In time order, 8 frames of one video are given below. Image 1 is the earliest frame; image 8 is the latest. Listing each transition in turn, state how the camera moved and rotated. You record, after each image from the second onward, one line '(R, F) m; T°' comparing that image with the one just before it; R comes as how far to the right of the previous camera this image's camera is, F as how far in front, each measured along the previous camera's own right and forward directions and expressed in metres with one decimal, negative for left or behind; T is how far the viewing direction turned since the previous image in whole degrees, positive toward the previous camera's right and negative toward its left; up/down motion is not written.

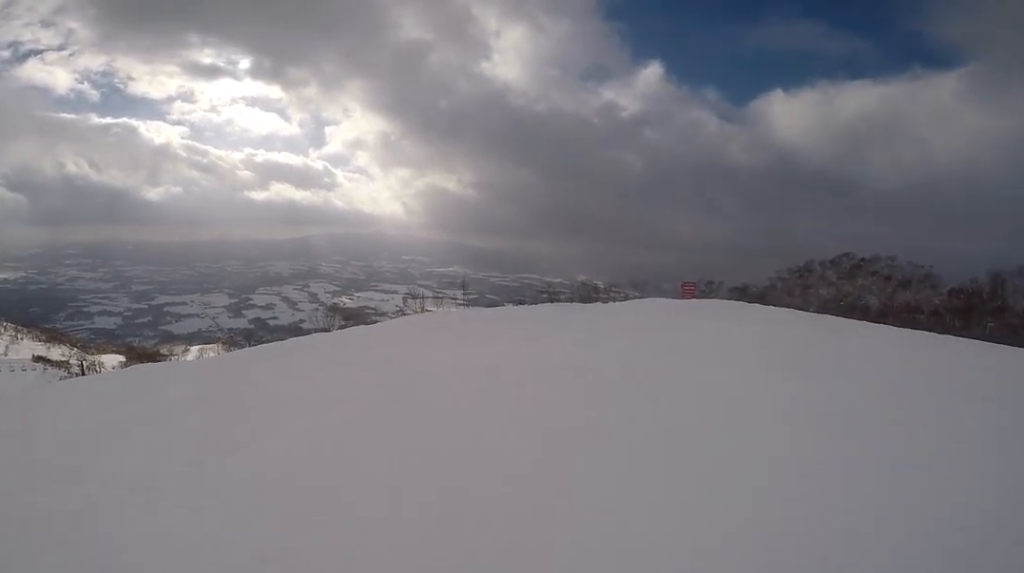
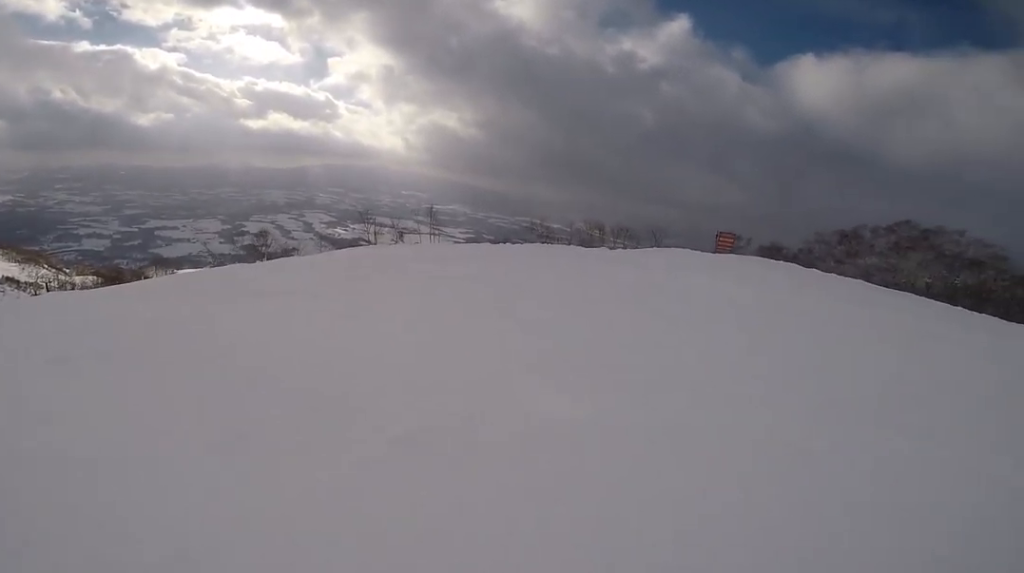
(-0.6, +9.5) m; -12°
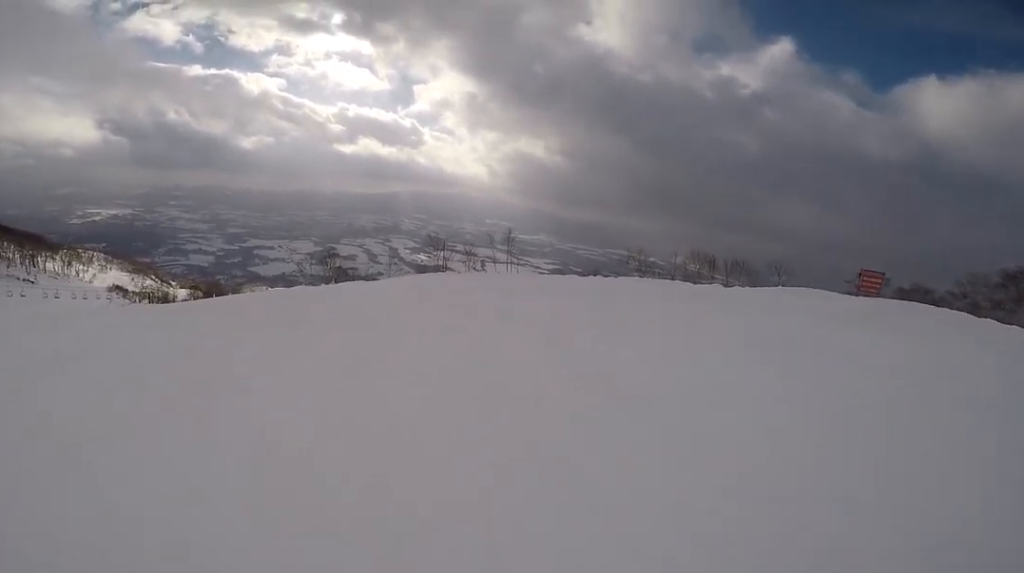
(-0.1, +2.9) m; -7°
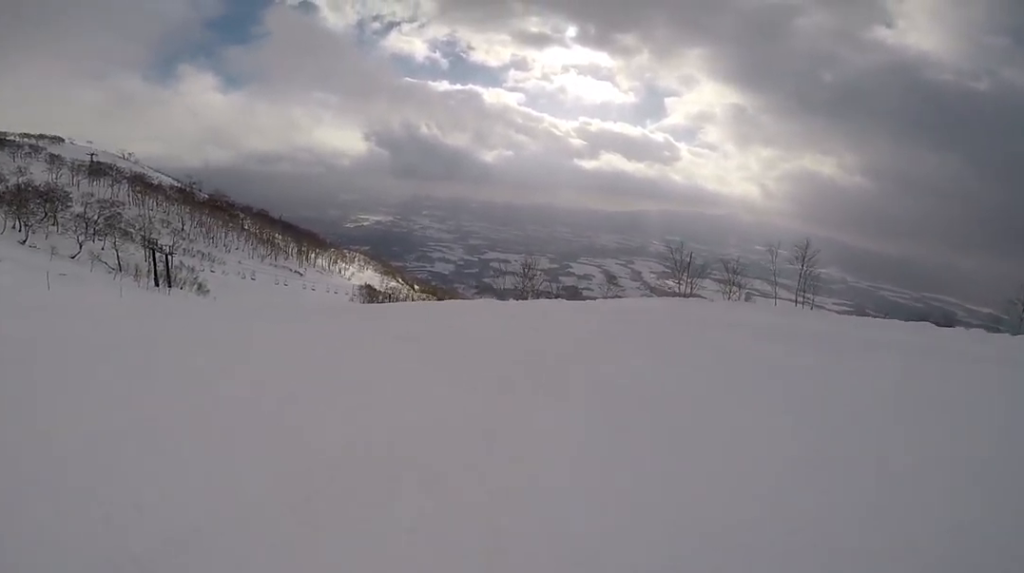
(-1.0, +6.1) m; -22°
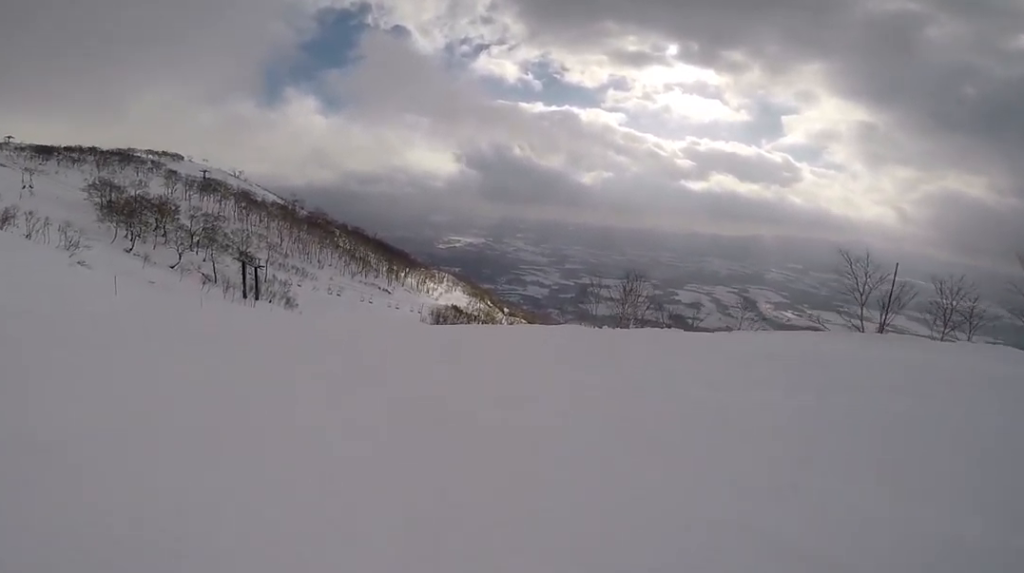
(-0.3, +4.8) m; -24°
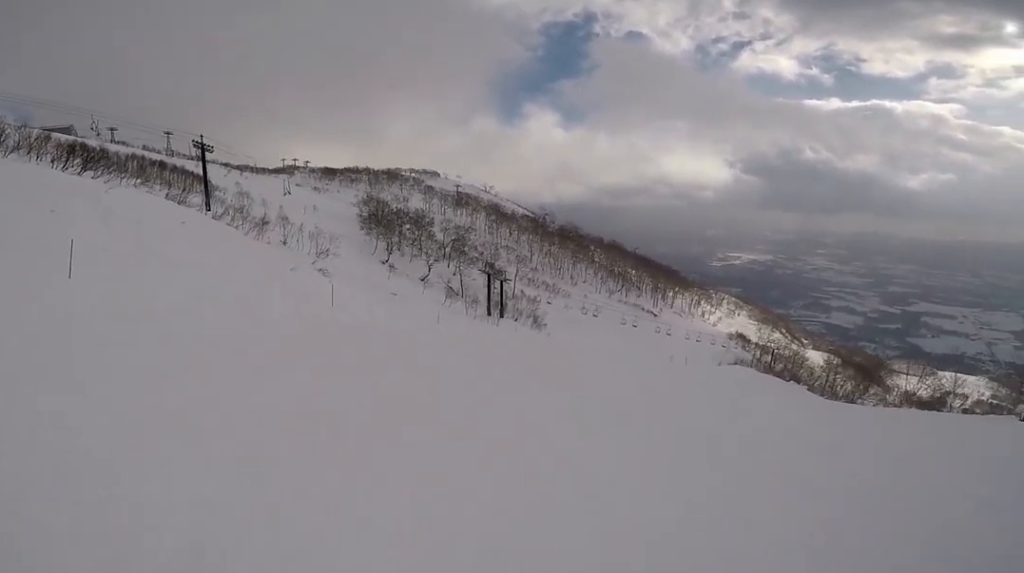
(-6.5, +9.9) m; -58°
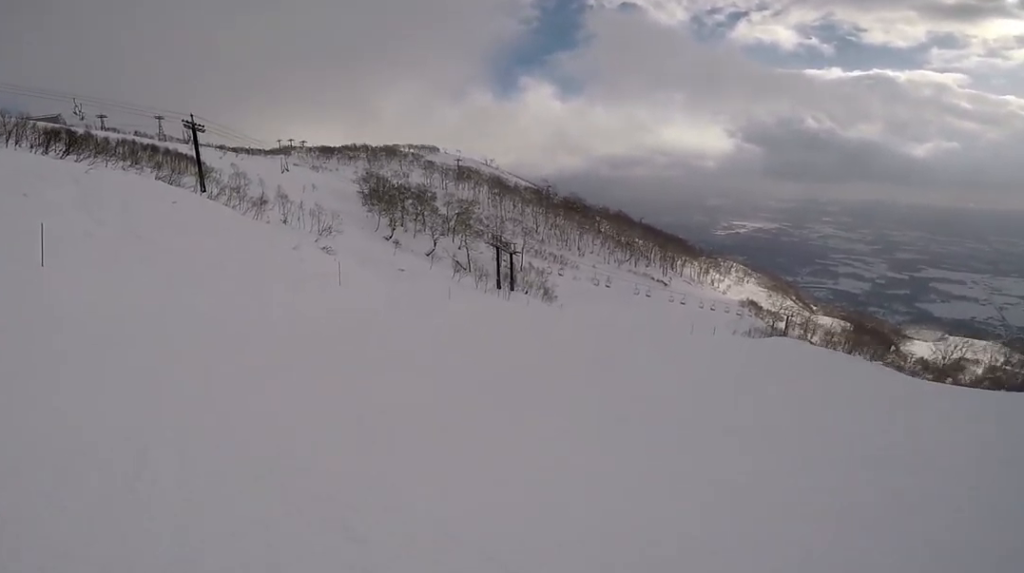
(-0.5, +2.4) m; -3°
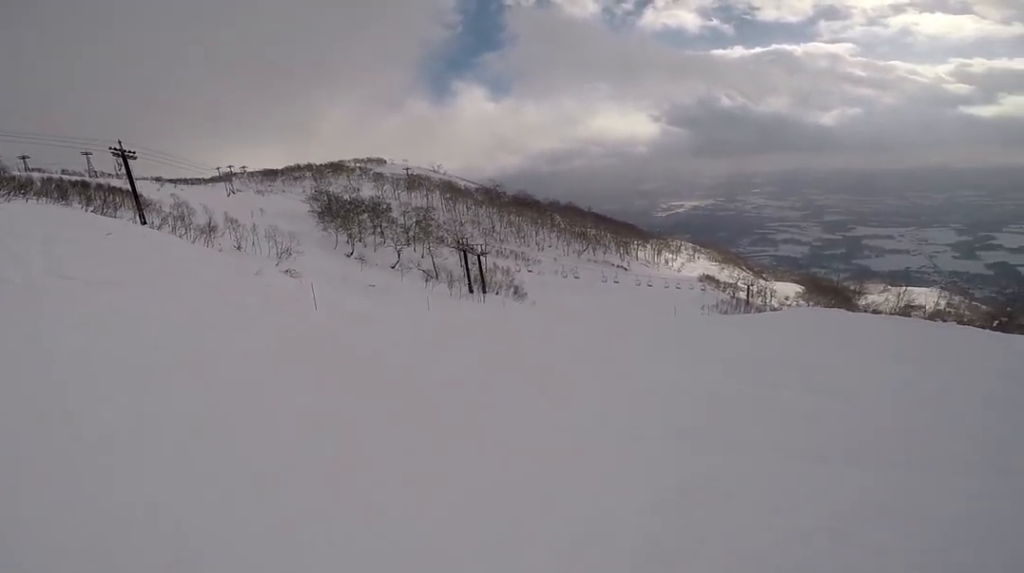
(-0.7, +4.0) m; -1°
